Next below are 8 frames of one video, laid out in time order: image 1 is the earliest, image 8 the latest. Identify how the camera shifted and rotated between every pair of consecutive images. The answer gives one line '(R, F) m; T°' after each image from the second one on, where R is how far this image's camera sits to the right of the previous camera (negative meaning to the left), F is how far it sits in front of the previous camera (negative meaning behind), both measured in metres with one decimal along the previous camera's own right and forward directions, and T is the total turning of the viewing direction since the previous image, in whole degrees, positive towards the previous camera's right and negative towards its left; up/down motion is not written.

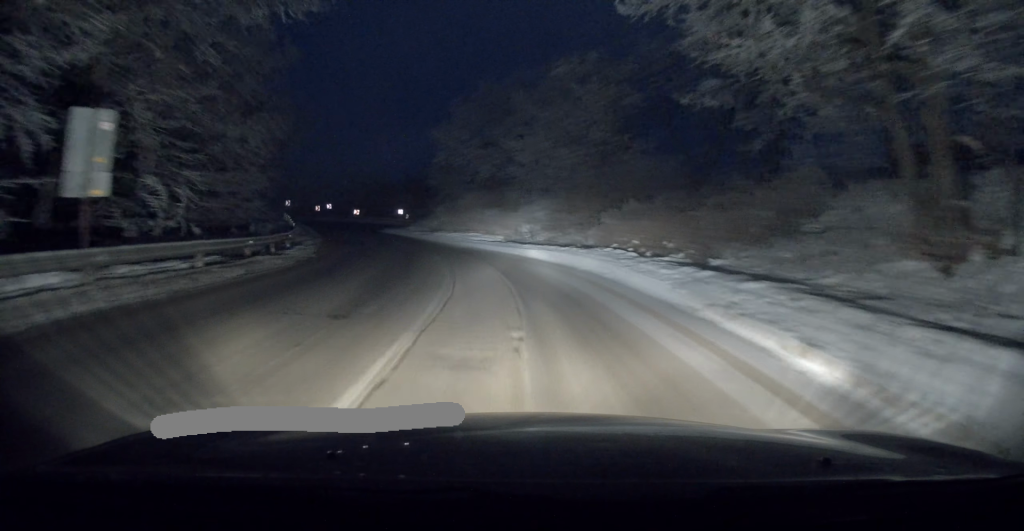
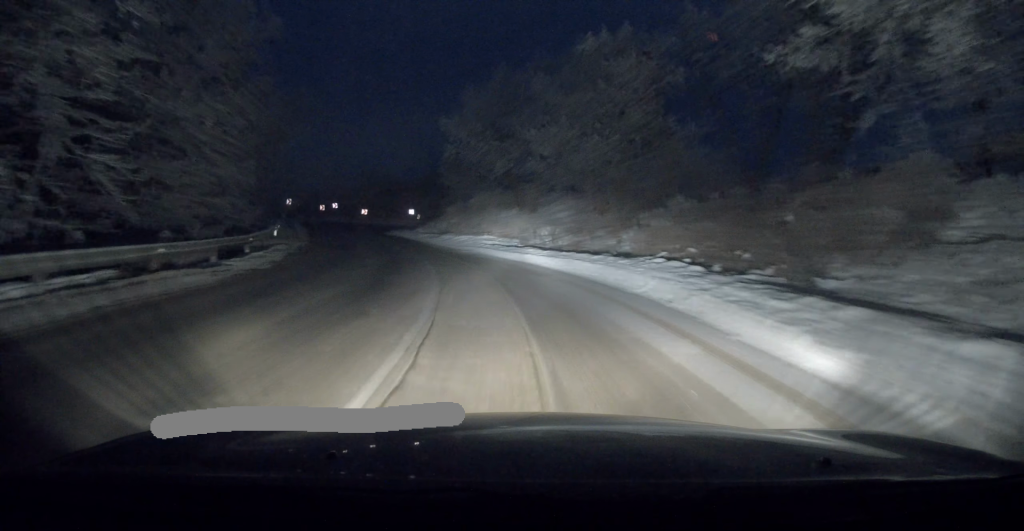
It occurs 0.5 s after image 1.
(-0.2, +5.4) m; -4°
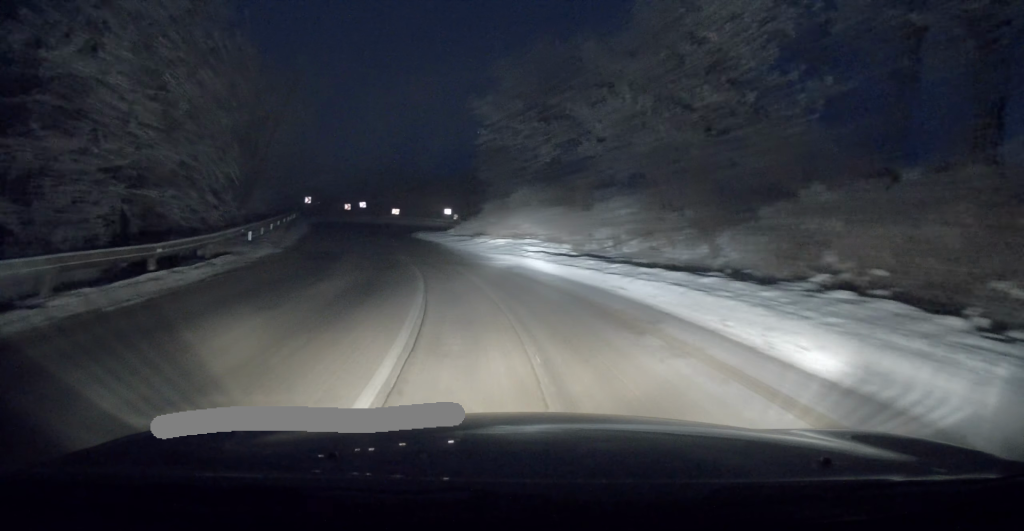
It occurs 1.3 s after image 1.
(-0.3, +7.6) m; -6°
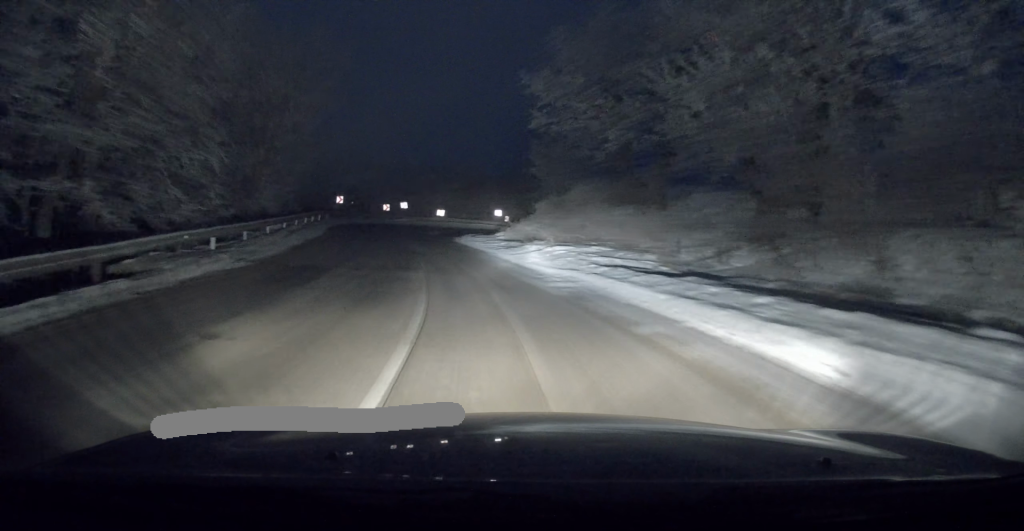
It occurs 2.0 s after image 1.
(-0.3, +6.8) m; -5°
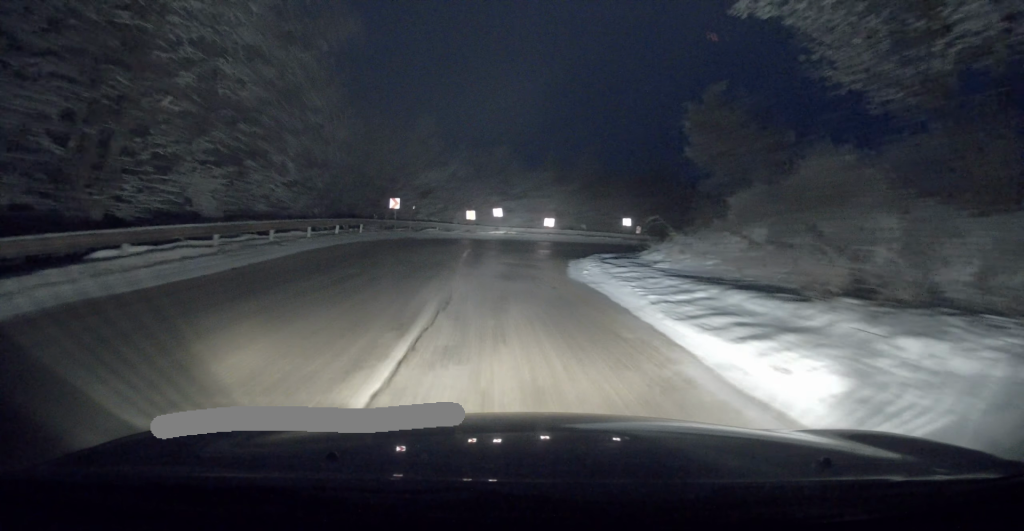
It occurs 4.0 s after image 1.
(-0.9, +18.7) m; -8°
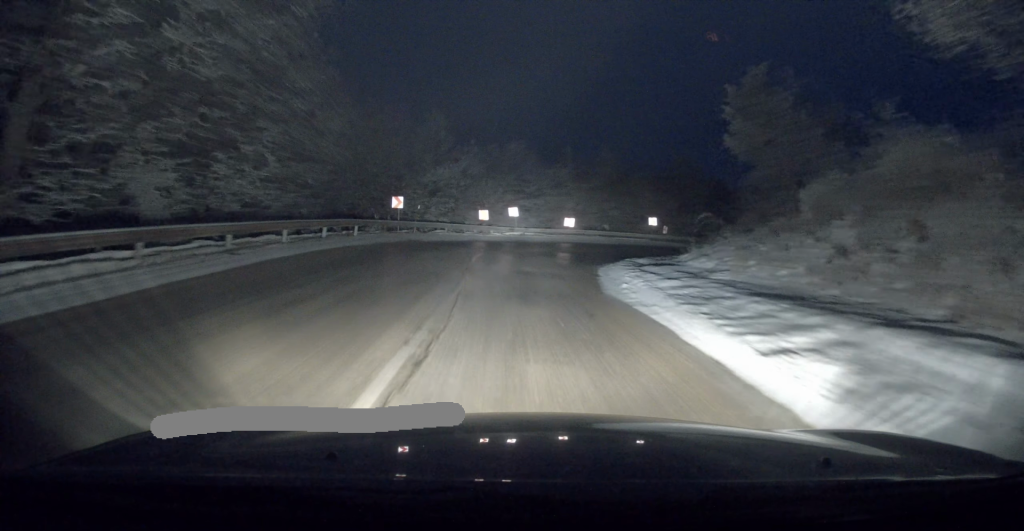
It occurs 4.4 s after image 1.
(-0.4, +3.8) m; -1°
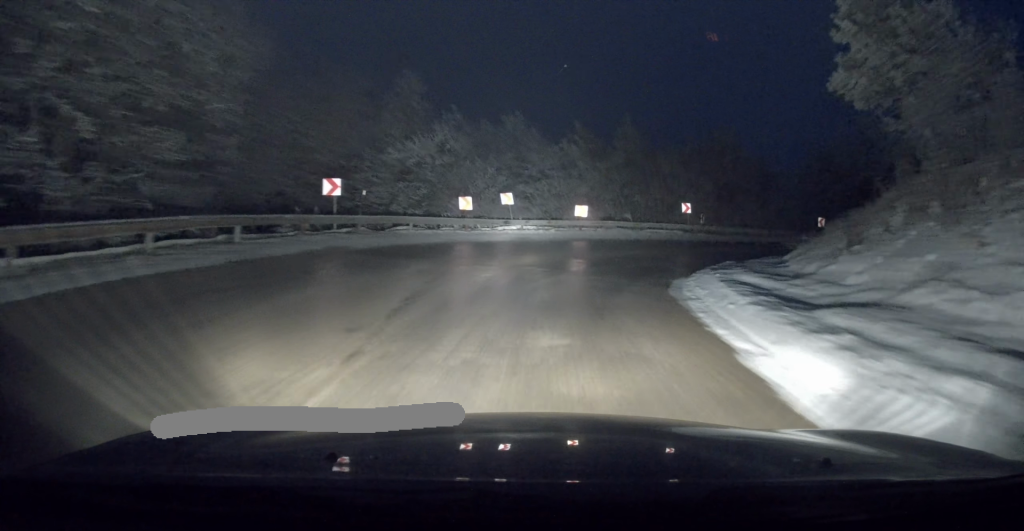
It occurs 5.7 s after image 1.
(-0.2, +10.9) m; +6°
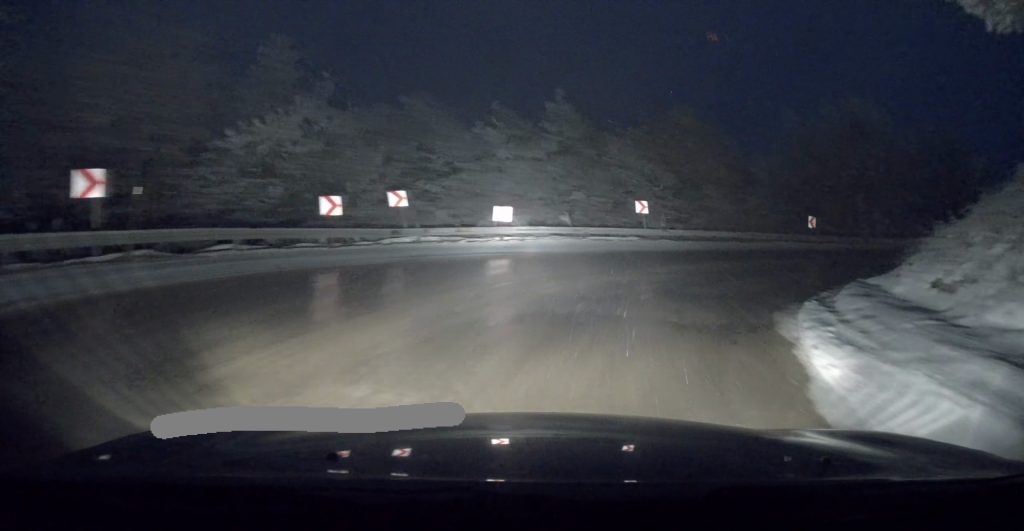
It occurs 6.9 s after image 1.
(+1.1, +9.5) m; +12°
